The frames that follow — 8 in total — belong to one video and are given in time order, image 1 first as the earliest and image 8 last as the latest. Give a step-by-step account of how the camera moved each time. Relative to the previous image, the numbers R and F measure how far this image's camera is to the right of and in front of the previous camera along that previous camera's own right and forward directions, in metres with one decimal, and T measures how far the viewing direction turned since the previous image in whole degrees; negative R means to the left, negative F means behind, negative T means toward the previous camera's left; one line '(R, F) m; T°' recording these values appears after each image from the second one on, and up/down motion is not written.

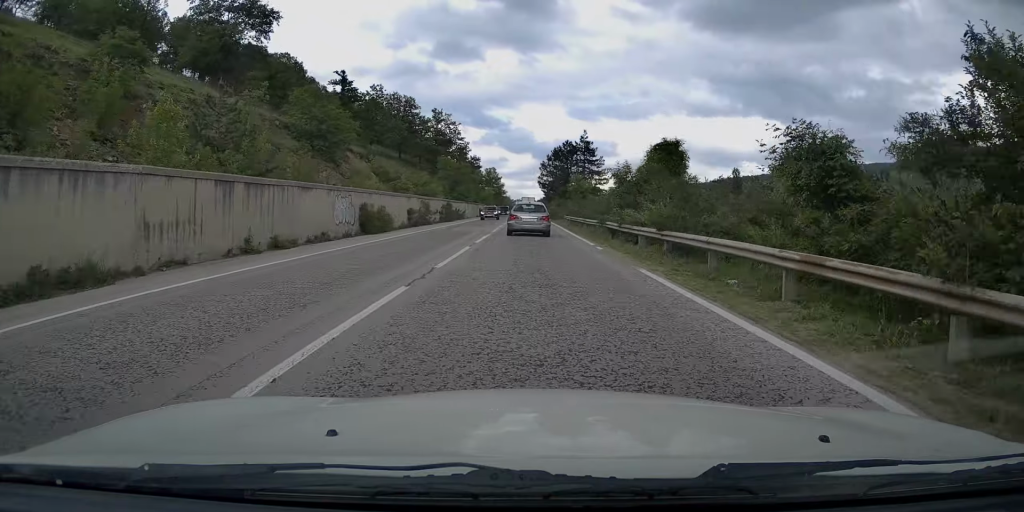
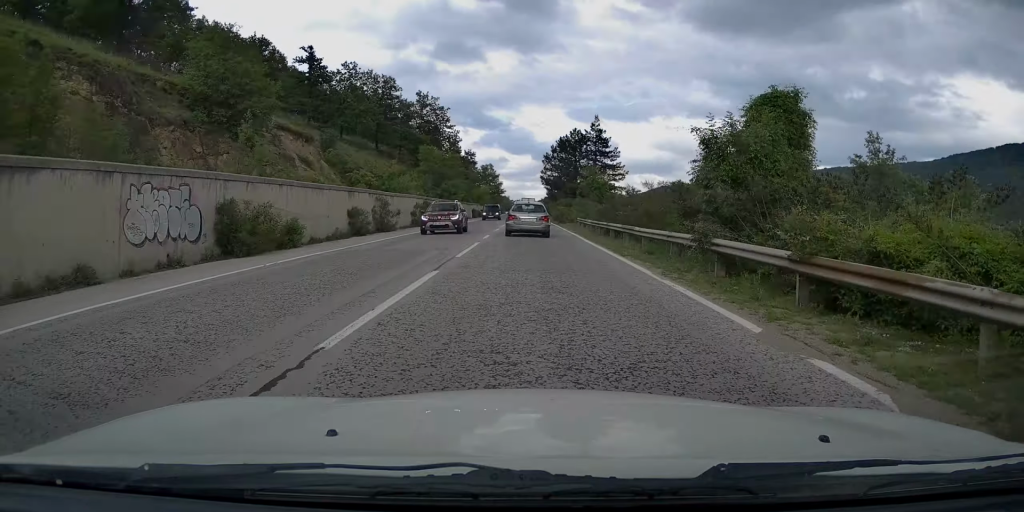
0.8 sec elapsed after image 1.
(0.0, +15.6) m; +1°
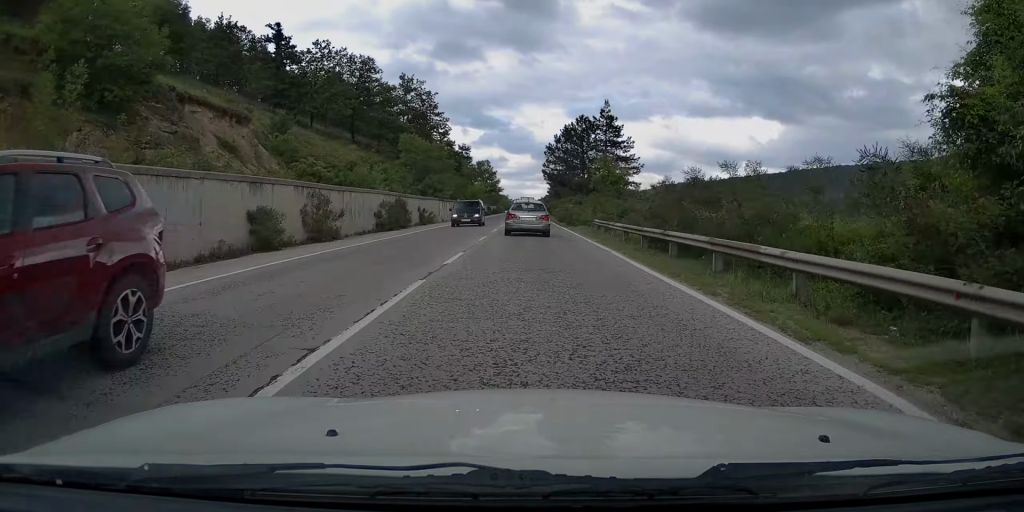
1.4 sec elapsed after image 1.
(+0.2, +11.2) m; +1°
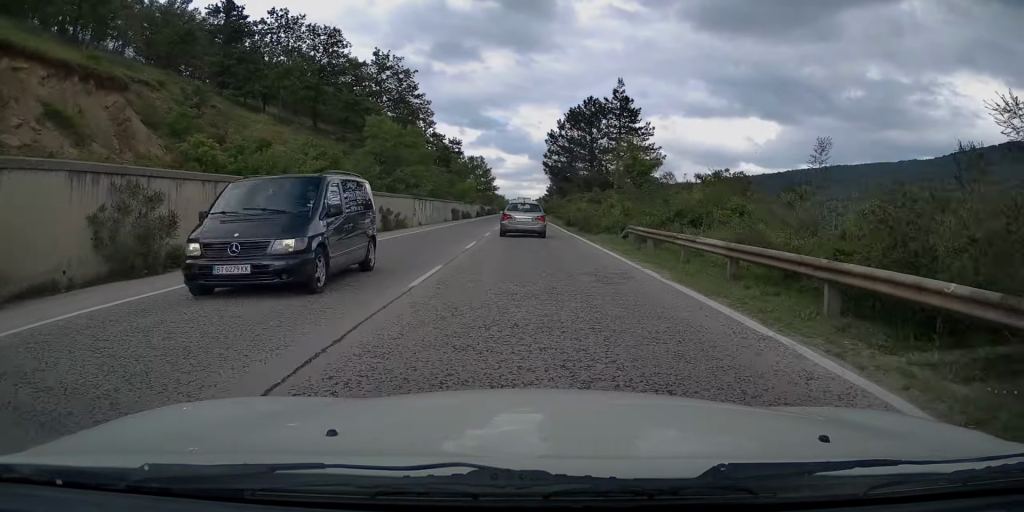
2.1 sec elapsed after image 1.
(0.0, +12.5) m; 0°
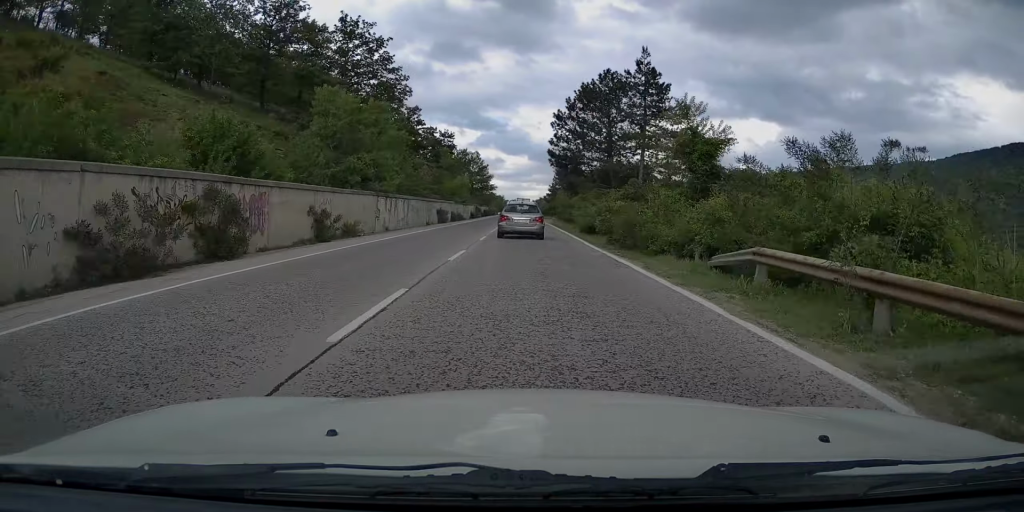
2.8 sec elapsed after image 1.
(0.0, +12.5) m; 0°
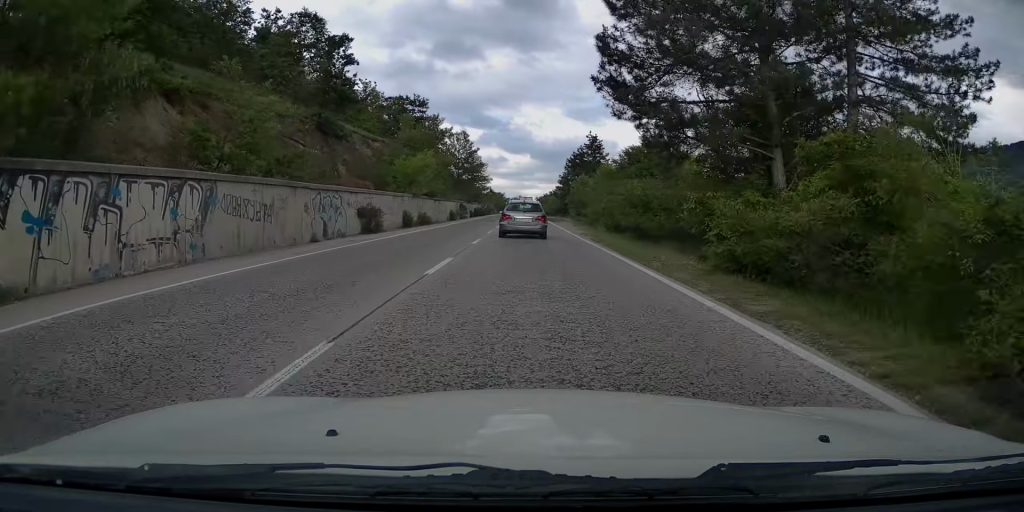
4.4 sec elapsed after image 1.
(0.0, +30.5) m; -1°
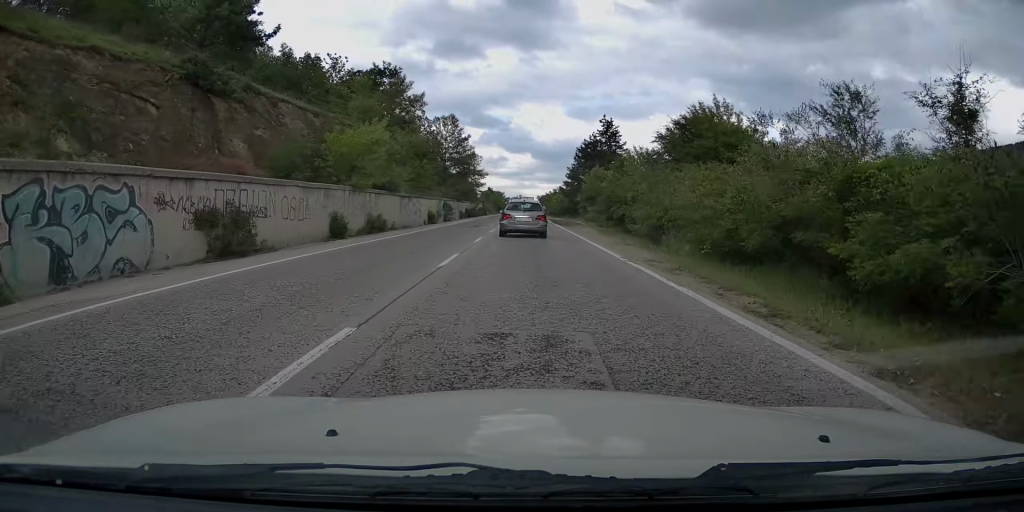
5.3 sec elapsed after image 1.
(-0.4, +16.8) m; 0°
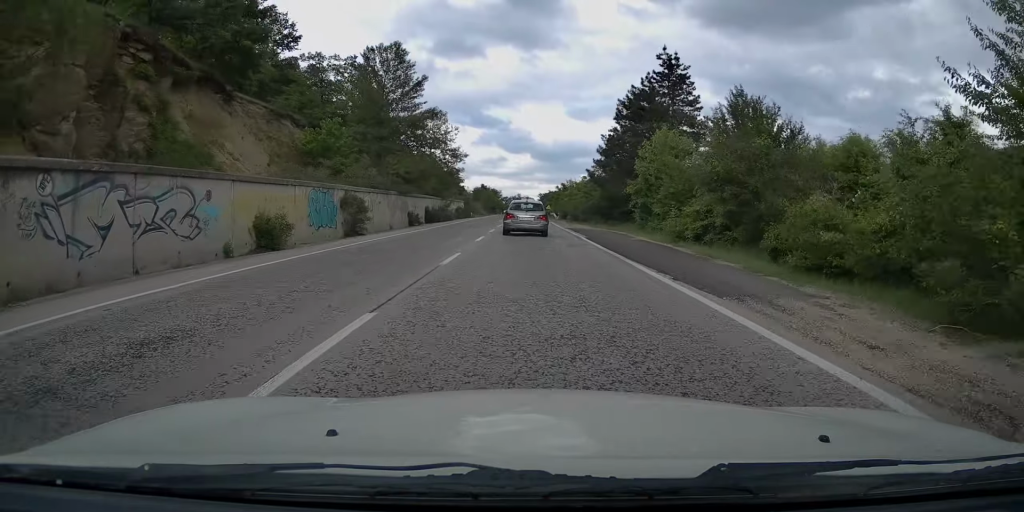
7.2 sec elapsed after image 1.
(+0.8, +35.5) m; +2°
